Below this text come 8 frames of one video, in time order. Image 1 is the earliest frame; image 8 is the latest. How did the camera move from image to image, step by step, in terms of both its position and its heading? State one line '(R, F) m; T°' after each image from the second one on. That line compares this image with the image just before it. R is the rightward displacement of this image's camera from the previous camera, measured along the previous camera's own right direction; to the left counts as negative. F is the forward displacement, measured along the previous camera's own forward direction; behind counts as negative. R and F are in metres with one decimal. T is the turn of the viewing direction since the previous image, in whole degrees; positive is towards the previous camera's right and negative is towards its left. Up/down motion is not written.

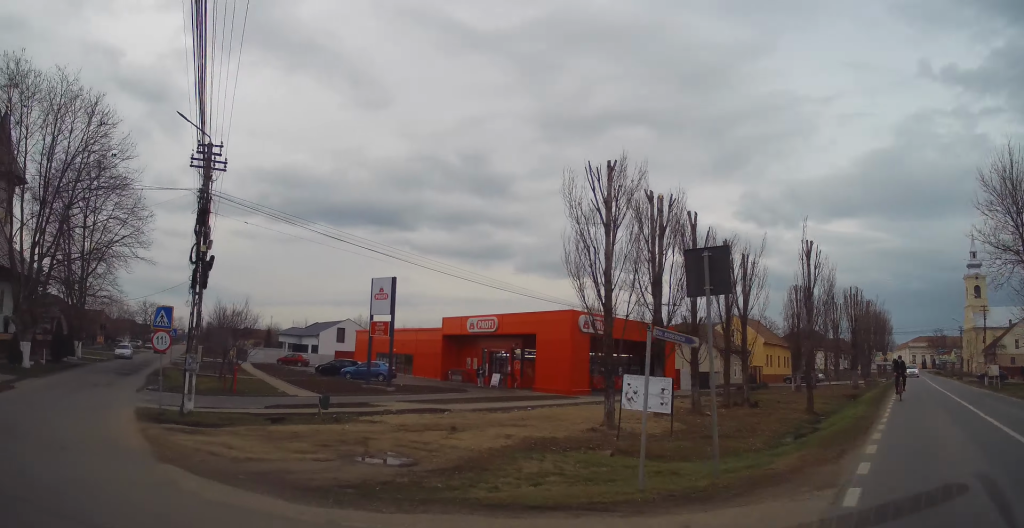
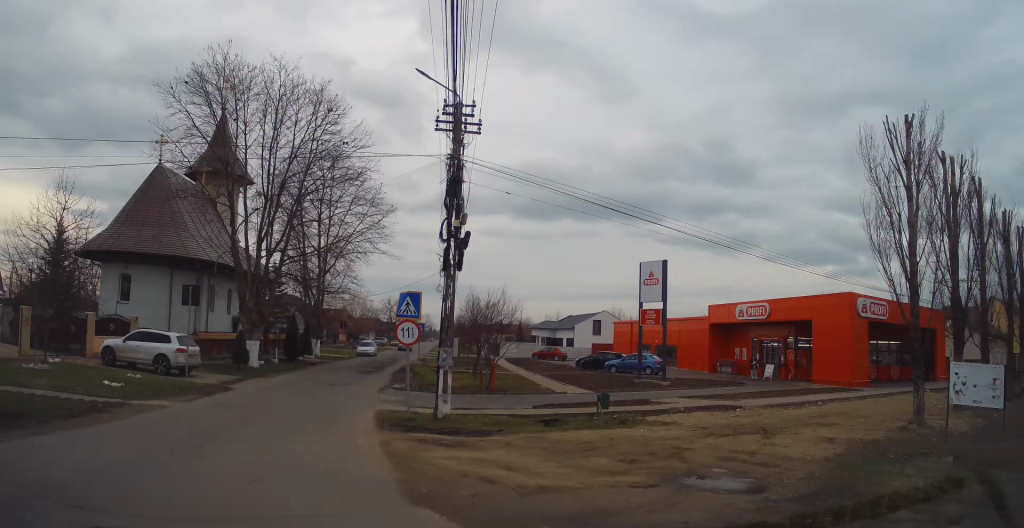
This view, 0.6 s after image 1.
(-0.5, +3.1) m; -21°
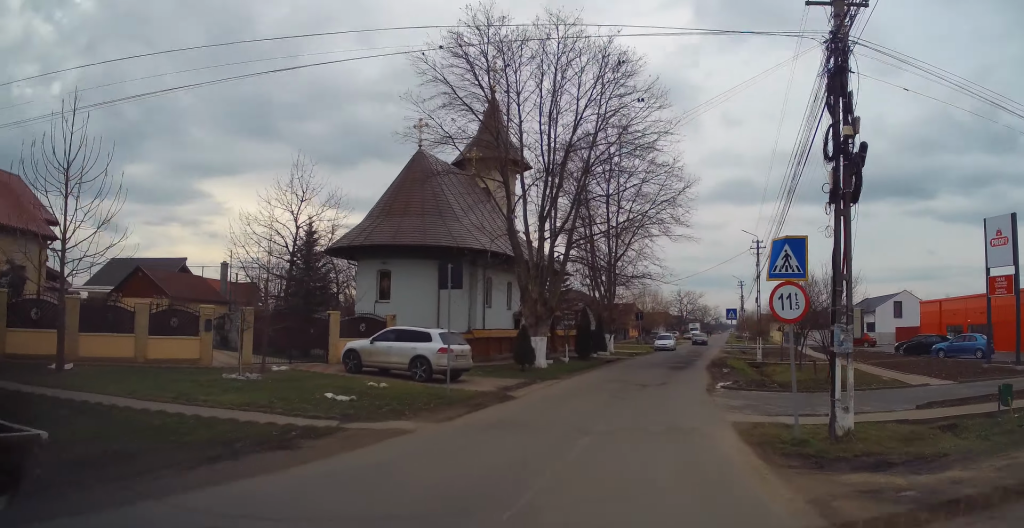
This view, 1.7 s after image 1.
(-1.7, +5.2) m; -17°
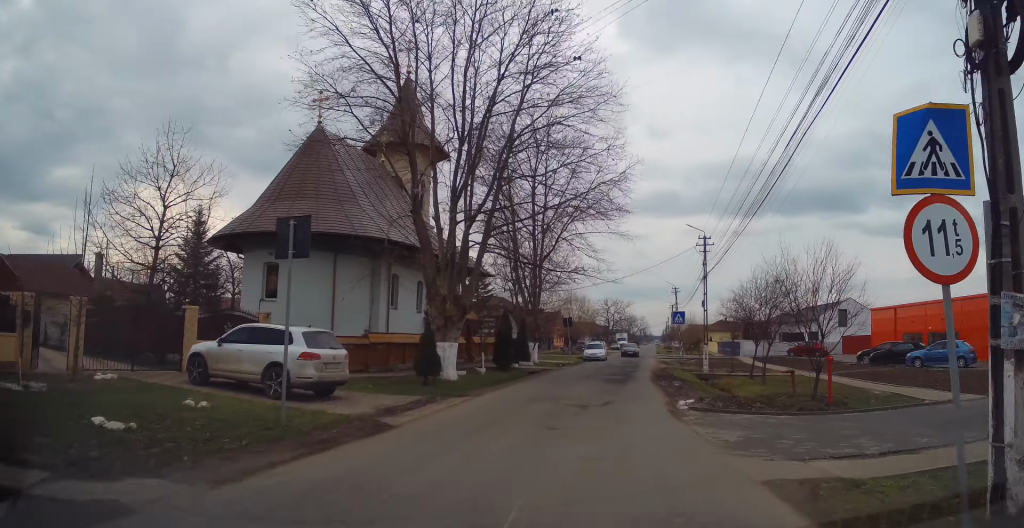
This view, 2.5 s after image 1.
(0.0, +5.1) m; +2°
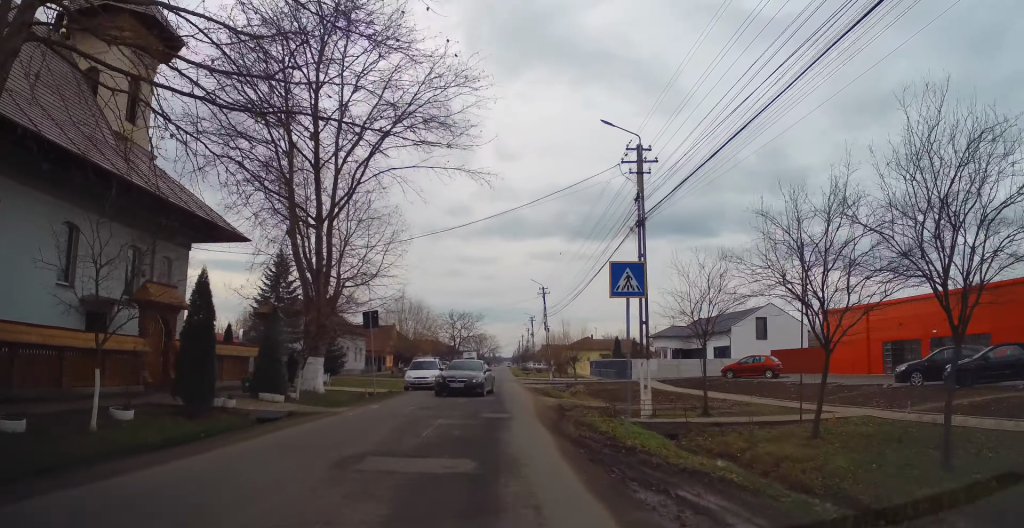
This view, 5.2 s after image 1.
(+2.1, +17.9) m; +6°
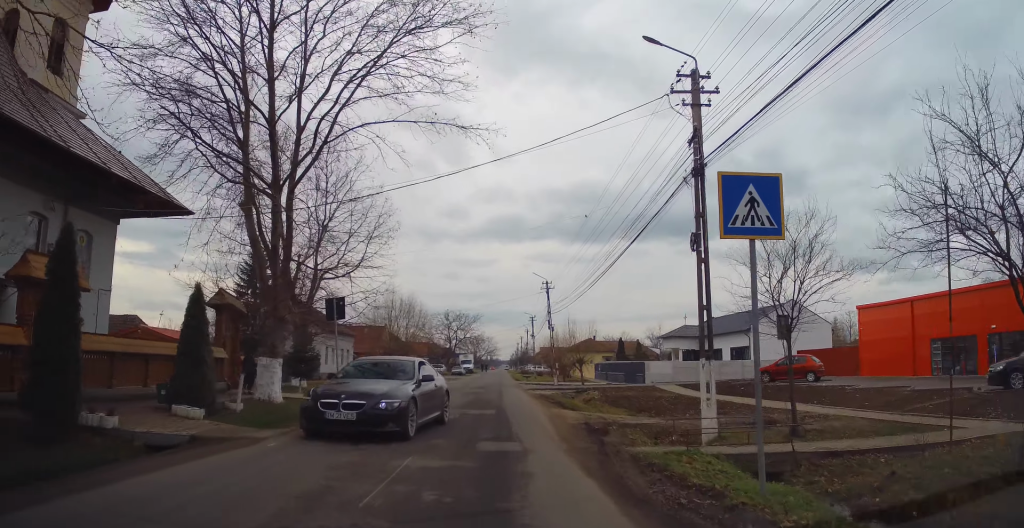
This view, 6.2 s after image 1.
(-0.4, +6.7) m; -3°
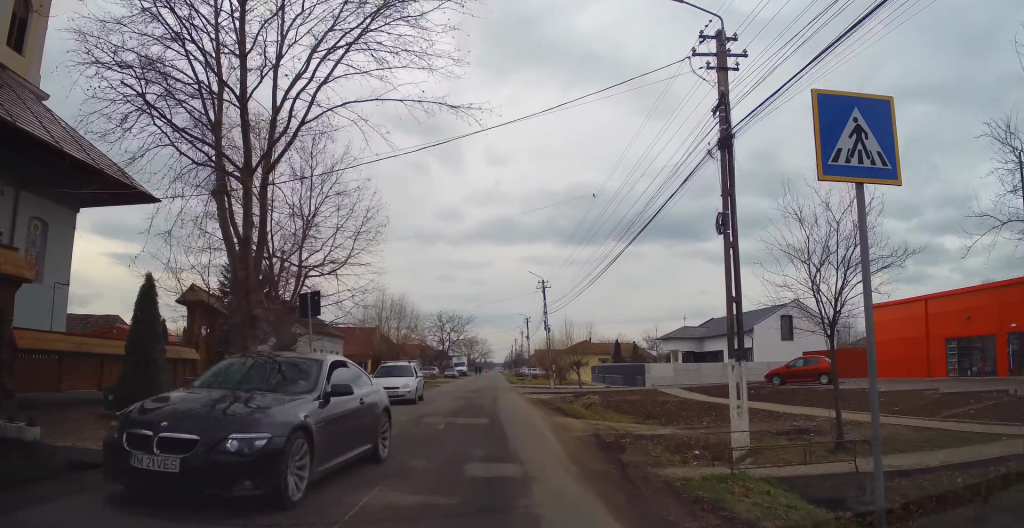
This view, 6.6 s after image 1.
(-0.1, +2.5) m; +1°
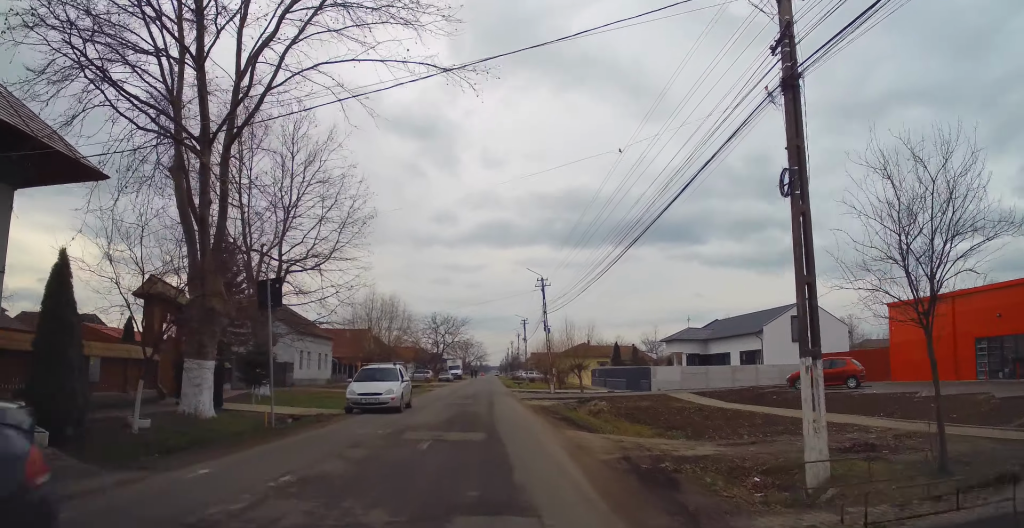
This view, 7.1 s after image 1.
(0.0, +3.3) m; +2°
